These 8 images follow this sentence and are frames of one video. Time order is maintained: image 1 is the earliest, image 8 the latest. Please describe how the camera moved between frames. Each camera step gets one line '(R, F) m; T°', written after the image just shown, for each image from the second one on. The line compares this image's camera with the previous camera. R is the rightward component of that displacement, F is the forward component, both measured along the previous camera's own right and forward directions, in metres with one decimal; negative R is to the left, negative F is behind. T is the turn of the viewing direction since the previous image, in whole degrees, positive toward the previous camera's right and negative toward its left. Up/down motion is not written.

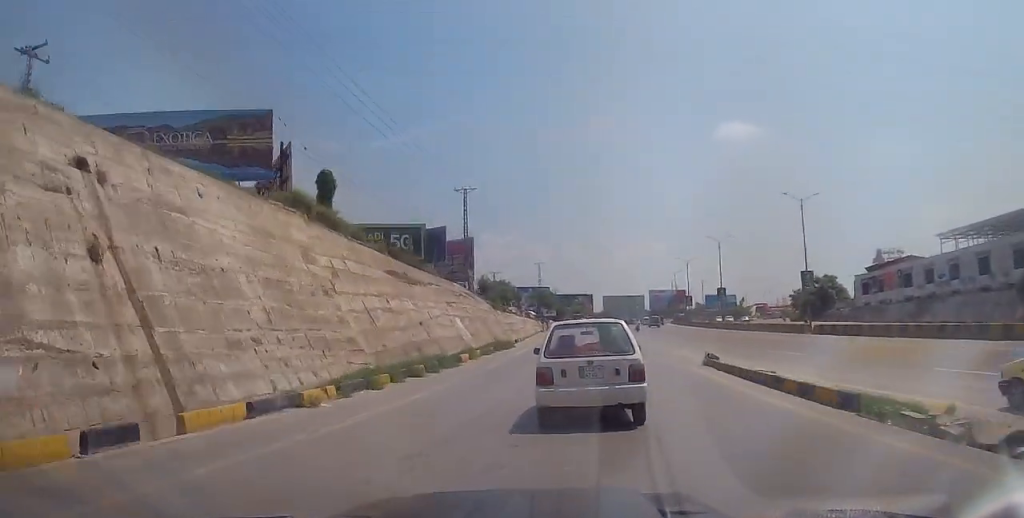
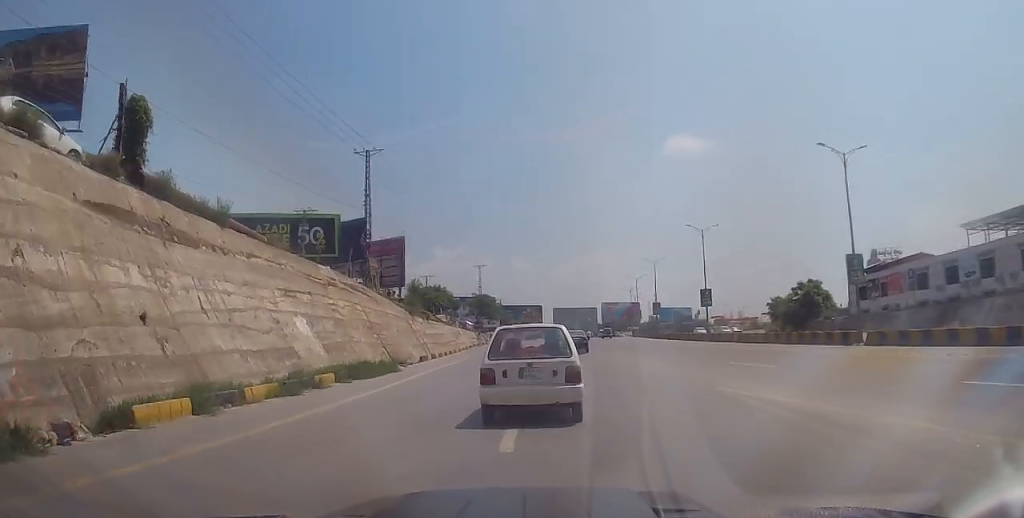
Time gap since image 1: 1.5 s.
(+0.1, +17.8) m; +2°
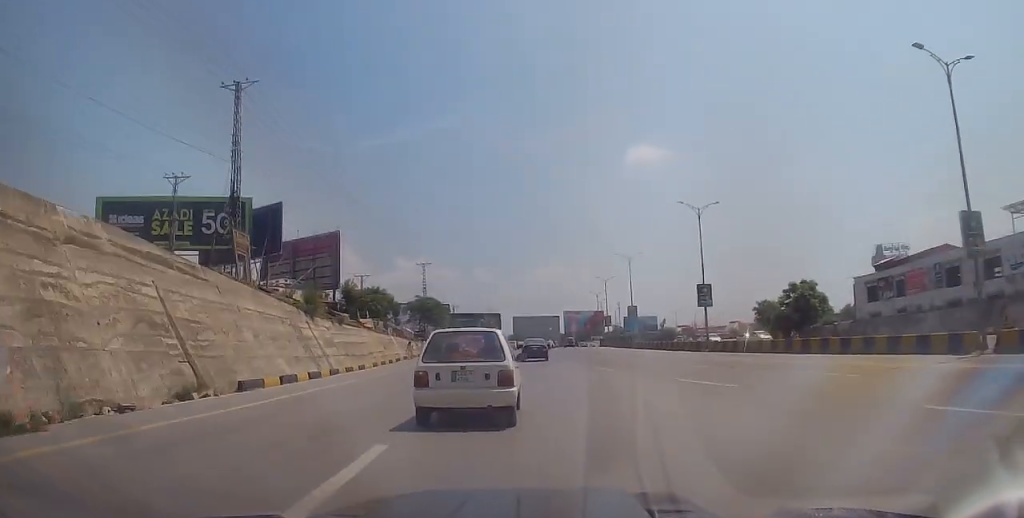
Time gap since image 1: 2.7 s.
(+1.1, +15.1) m; +5°
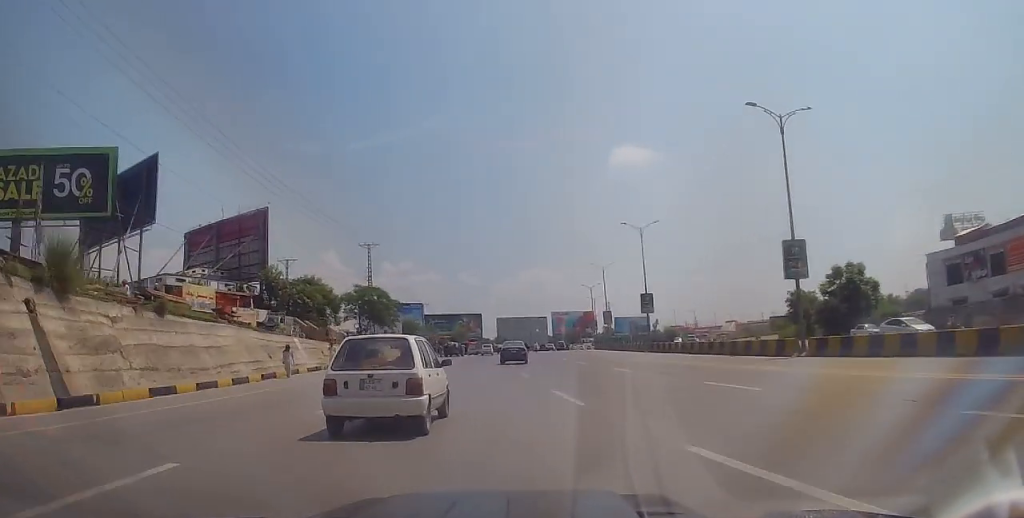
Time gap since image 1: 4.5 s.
(-0.1, +22.0) m; -3°
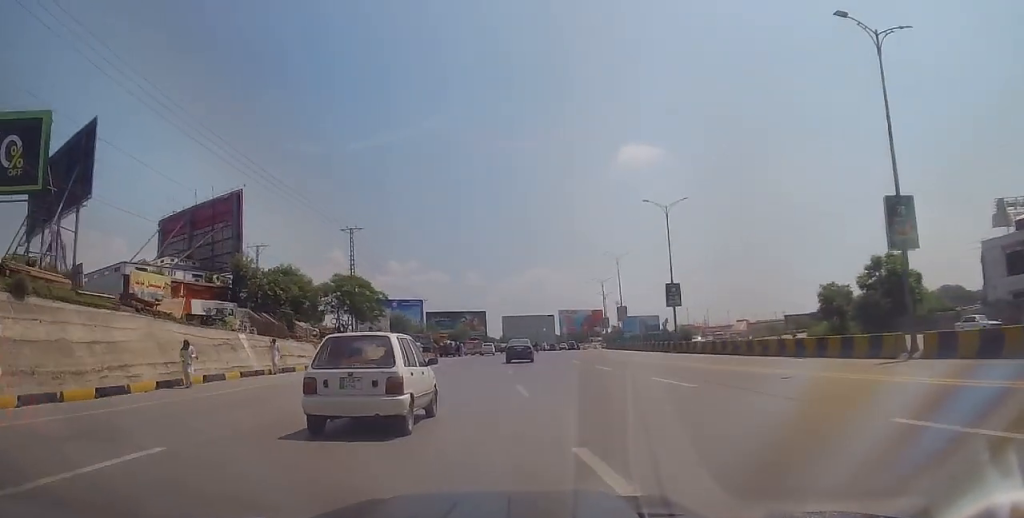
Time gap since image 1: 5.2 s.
(-0.1, +9.0) m; 0°
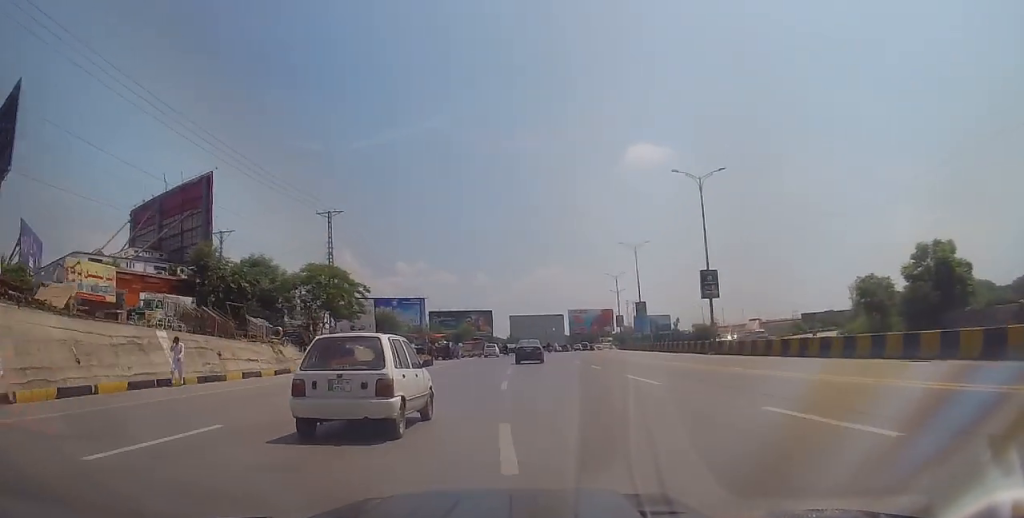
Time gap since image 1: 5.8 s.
(0.0, +8.7) m; 0°
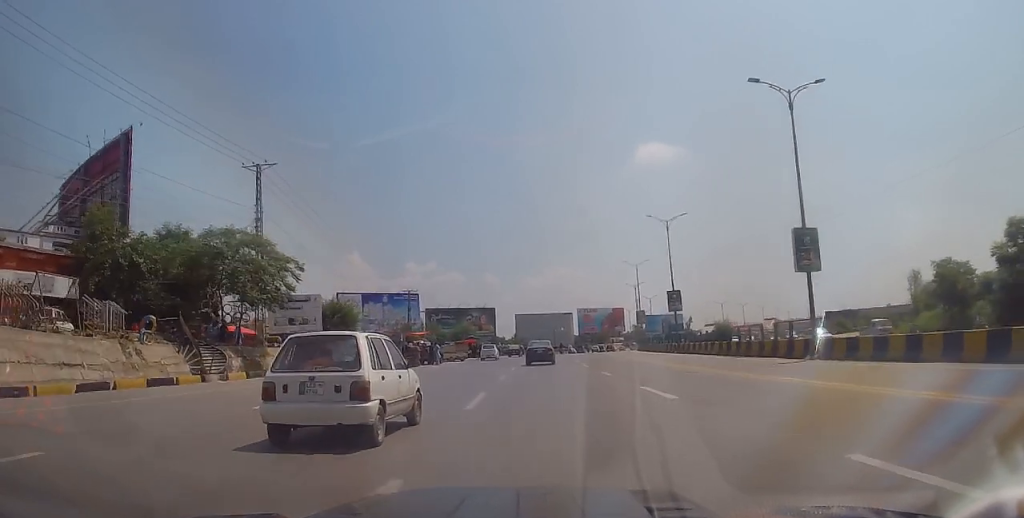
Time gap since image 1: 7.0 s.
(+0.1, +15.1) m; 0°
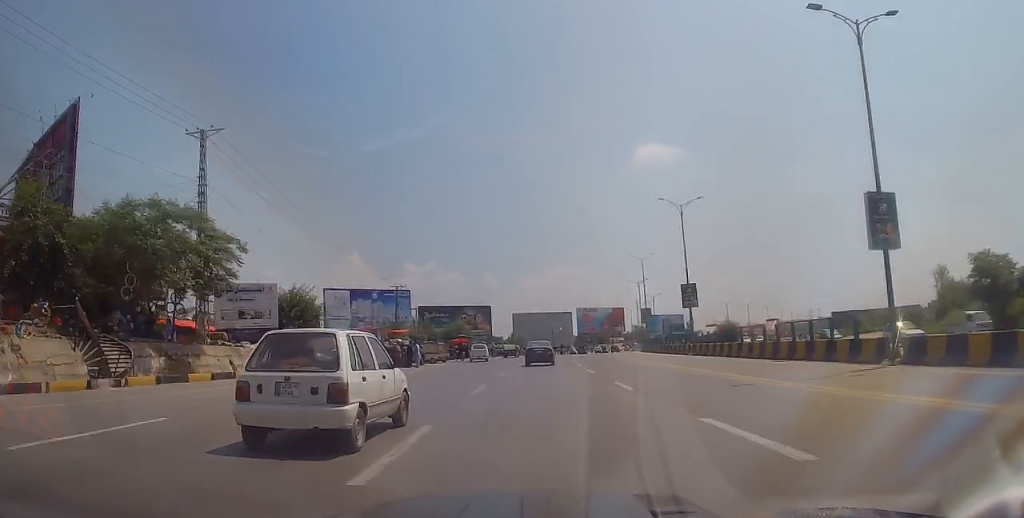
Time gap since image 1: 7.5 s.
(0.0, +6.7) m; 0°
